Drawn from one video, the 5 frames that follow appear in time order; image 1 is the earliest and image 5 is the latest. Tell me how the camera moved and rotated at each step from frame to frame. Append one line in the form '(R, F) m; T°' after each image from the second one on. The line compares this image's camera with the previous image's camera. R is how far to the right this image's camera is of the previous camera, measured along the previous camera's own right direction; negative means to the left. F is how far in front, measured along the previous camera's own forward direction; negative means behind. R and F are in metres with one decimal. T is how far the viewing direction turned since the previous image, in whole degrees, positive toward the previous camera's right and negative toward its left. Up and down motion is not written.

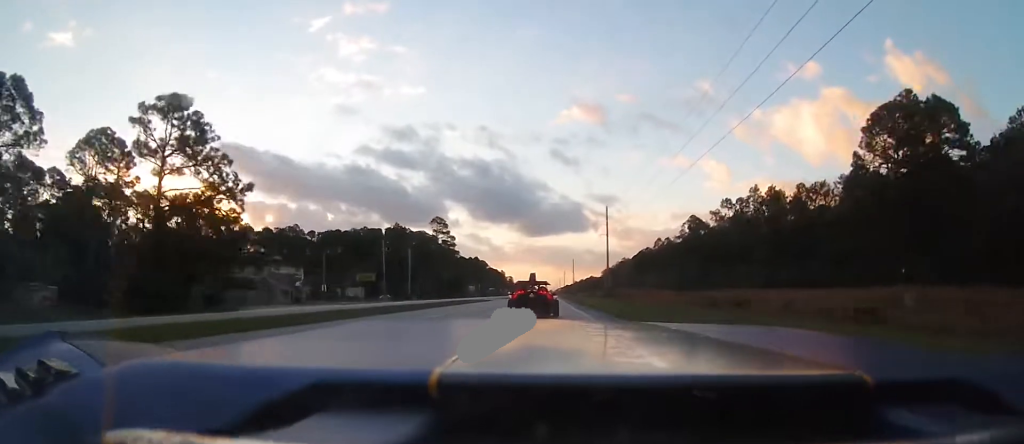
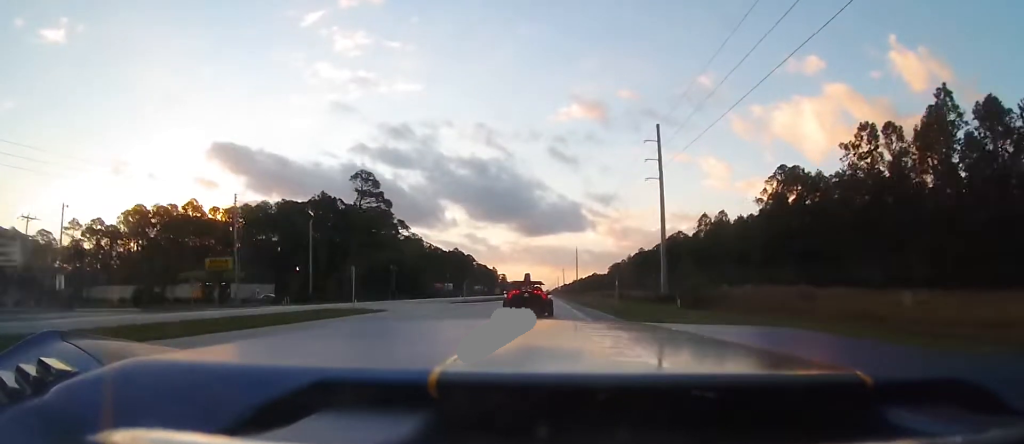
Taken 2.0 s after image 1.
(+0.7, +63.6) m; +1°
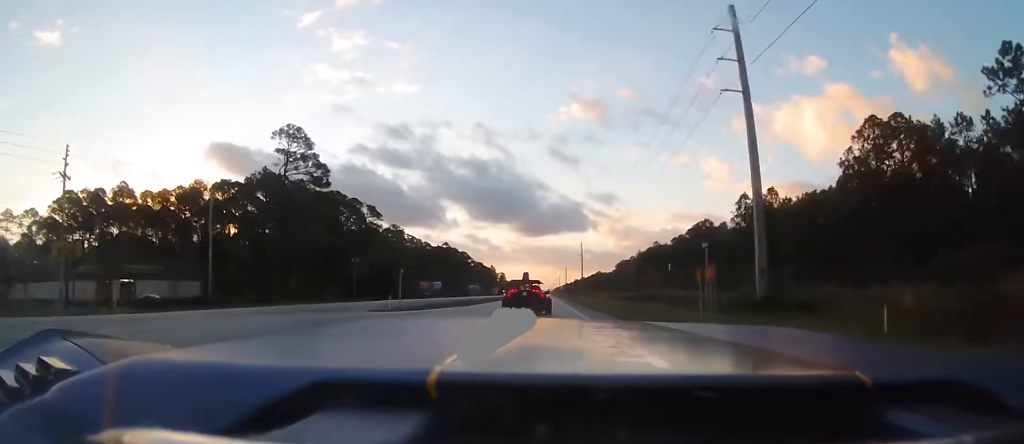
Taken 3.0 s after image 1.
(0.0, +29.2) m; 0°
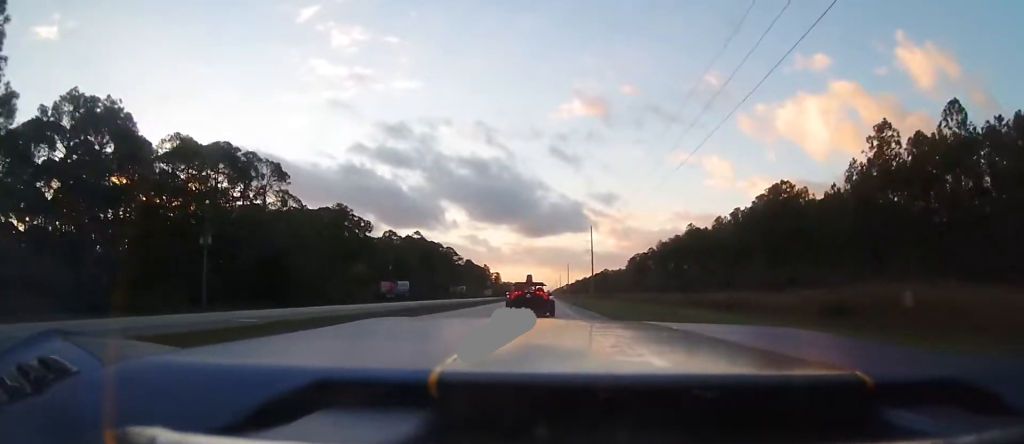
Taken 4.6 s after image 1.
(-0.5, +51.1) m; -1°
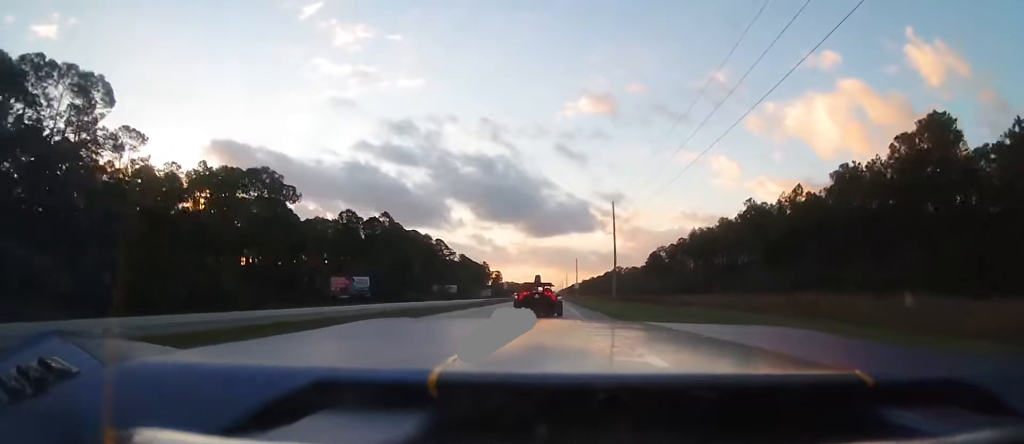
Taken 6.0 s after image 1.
(0.0, +42.7) m; 0°
